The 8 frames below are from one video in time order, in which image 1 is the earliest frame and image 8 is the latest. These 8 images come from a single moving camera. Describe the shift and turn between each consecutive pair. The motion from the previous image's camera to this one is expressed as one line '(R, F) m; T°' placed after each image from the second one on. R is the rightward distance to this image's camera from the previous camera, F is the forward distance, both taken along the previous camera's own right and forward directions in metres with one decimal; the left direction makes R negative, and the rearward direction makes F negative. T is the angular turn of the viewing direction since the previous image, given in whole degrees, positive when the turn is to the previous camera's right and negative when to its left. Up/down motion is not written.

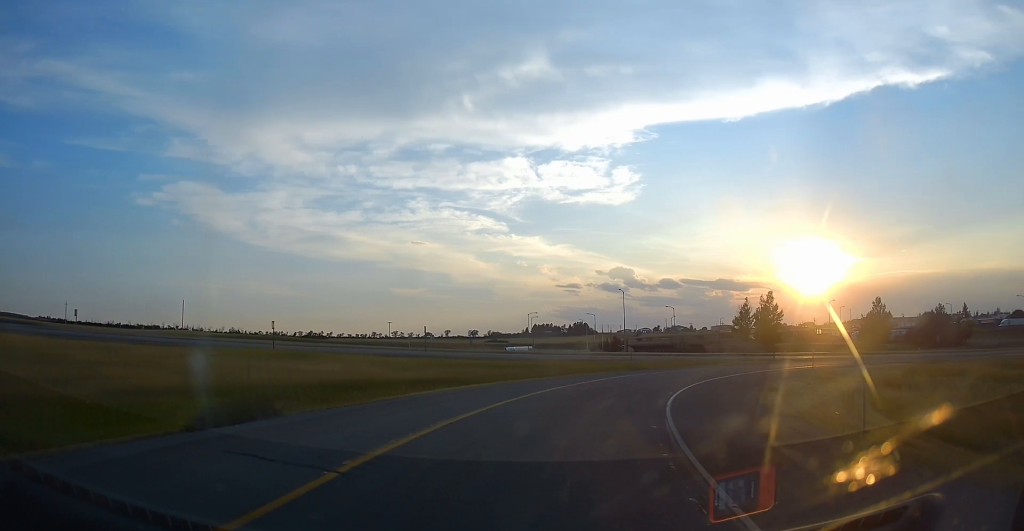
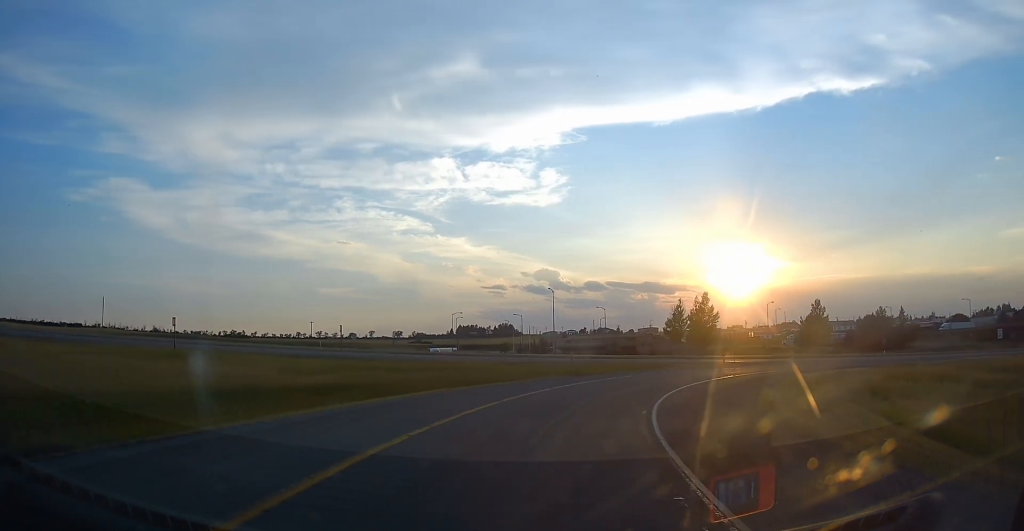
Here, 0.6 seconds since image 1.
(+0.4, +6.1) m; +6°
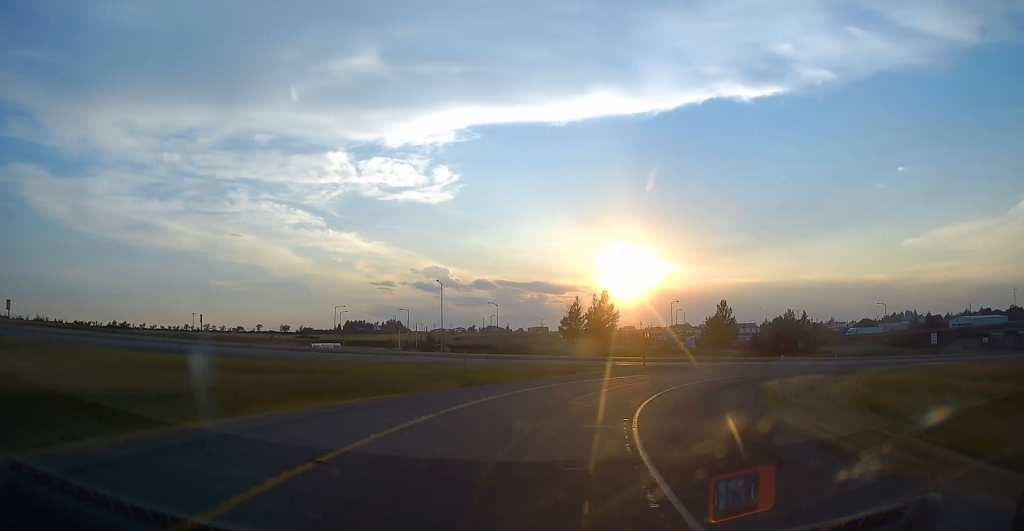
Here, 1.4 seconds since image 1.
(+0.8, +9.4) m; +10°
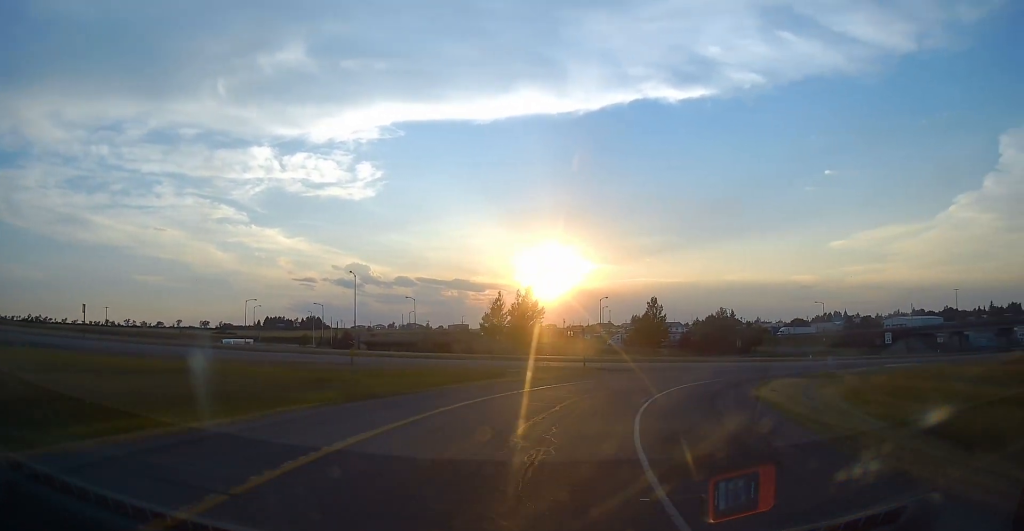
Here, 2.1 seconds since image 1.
(+0.5, +7.8) m; +8°
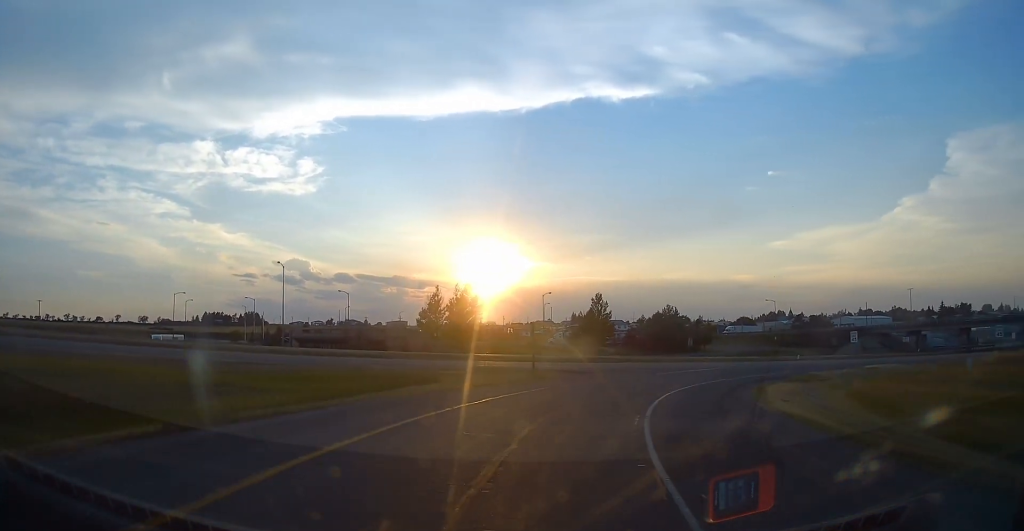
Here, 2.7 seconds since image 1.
(+0.5, +6.4) m; +6°
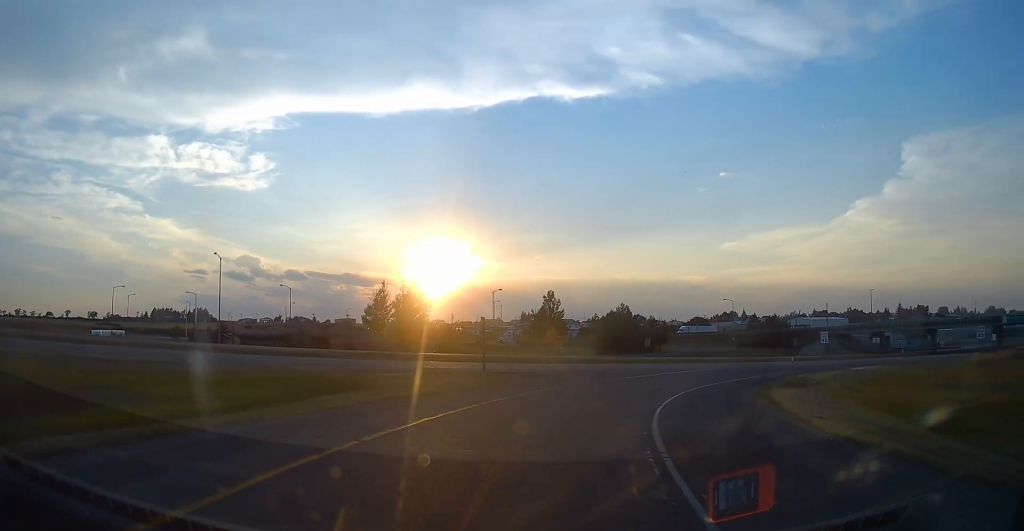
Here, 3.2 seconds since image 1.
(-0.1, +5.3) m; +5°
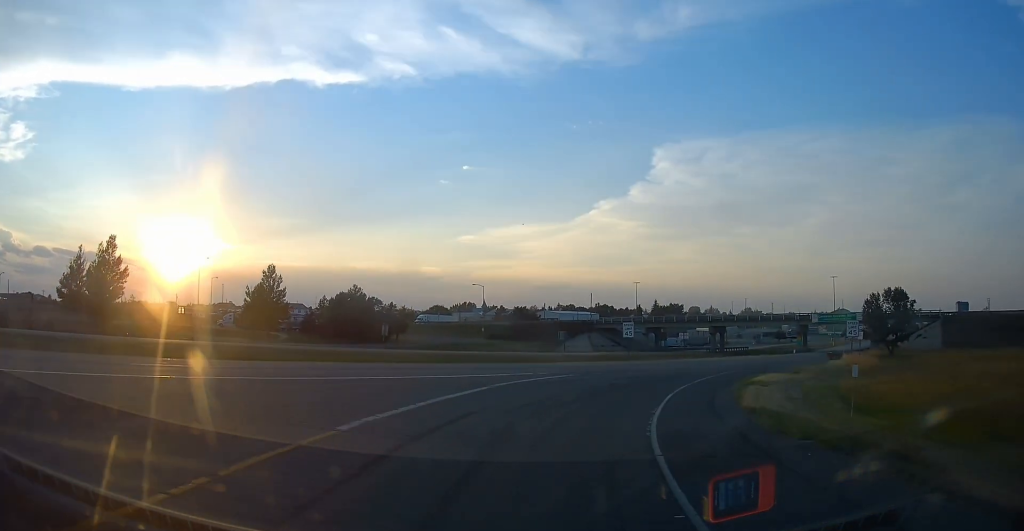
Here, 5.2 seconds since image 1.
(+3.8, +22.6) m; +21°
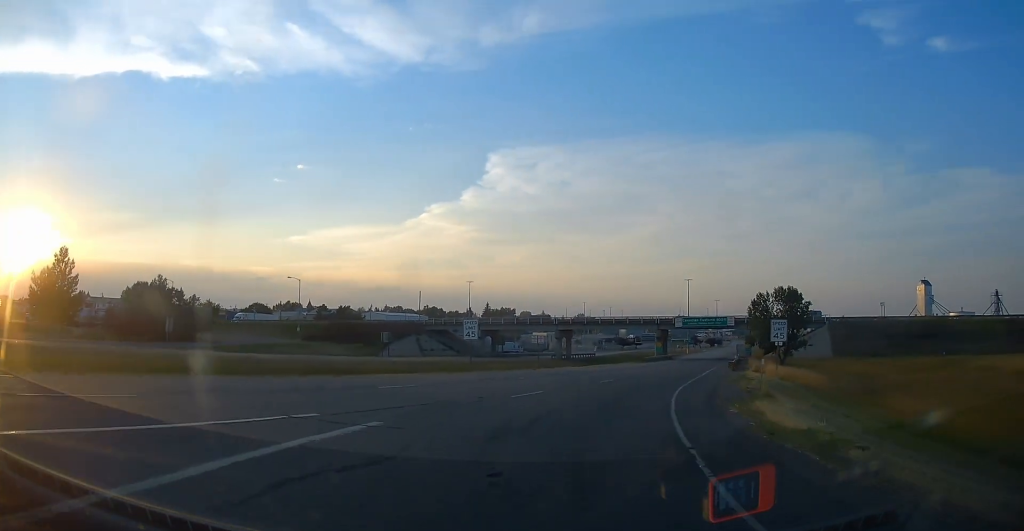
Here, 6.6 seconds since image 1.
(+2.9, +16.6) m; +17°
